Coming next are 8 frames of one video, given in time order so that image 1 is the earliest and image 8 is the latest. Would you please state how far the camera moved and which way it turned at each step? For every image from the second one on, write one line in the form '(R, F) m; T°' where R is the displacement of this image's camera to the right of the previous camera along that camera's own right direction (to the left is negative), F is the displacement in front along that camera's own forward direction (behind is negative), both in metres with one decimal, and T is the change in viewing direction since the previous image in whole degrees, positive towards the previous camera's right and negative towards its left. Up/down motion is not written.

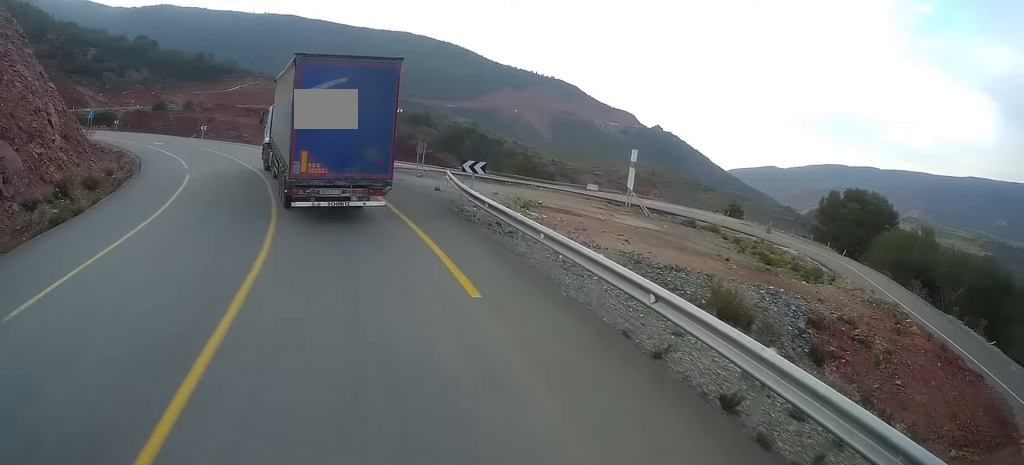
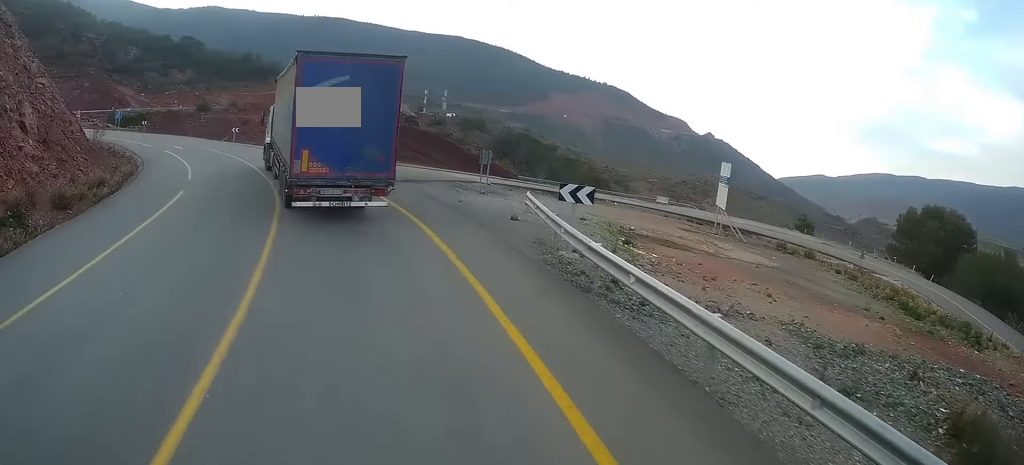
(-0.1, +6.8) m; -5°
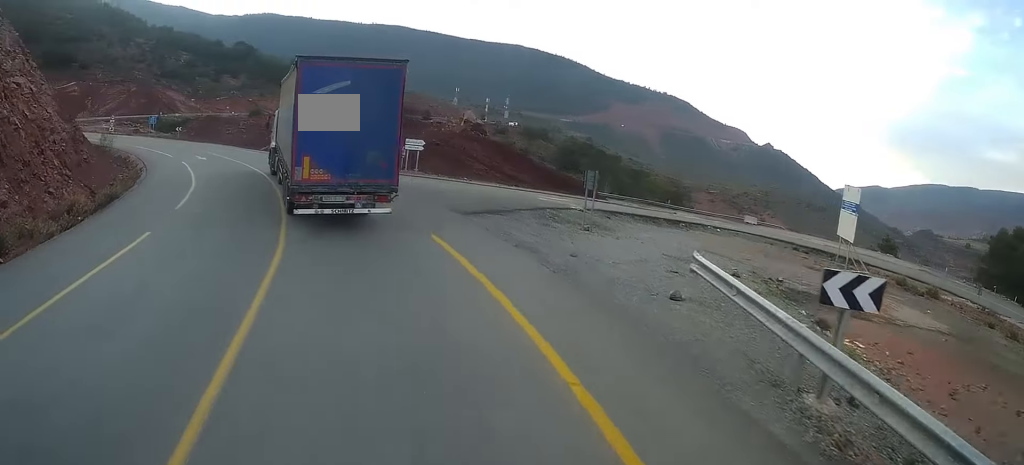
(-0.6, +7.7) m; -5°
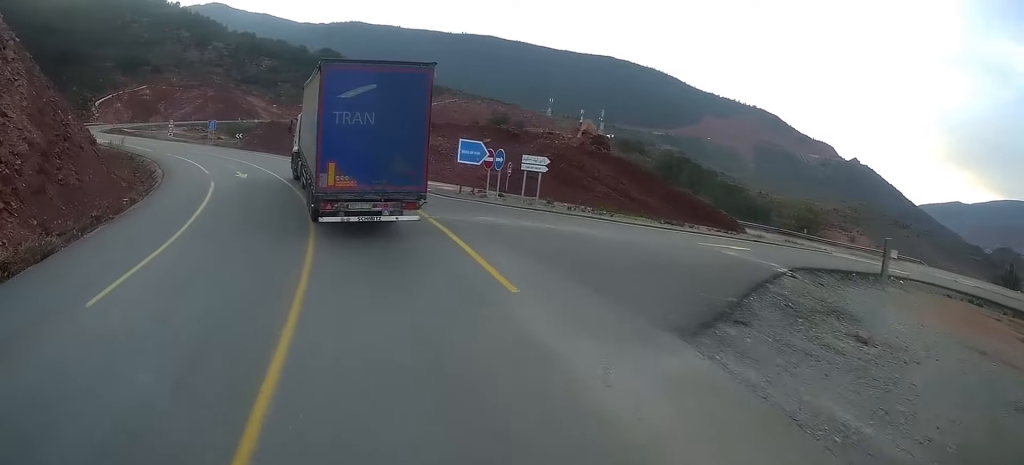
(-0.6, +10.5) m; -8°
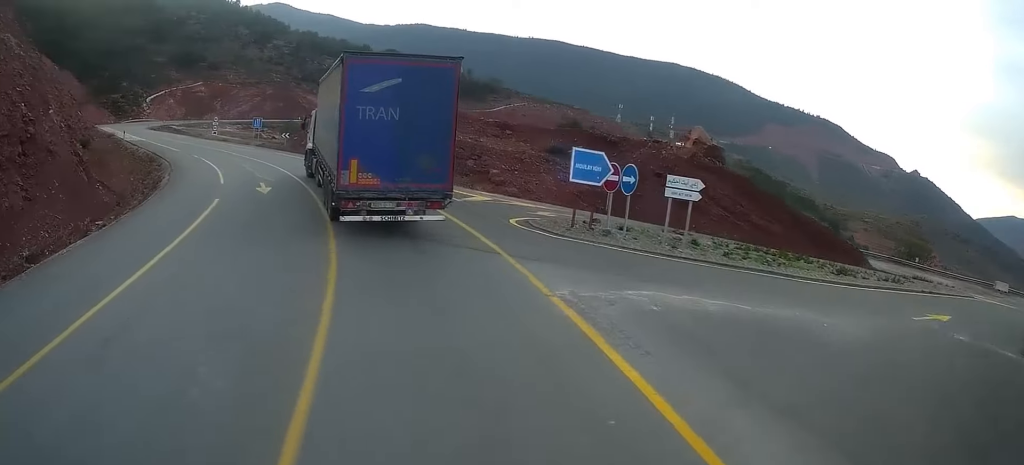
(-0.5, +8.3) m; -4°
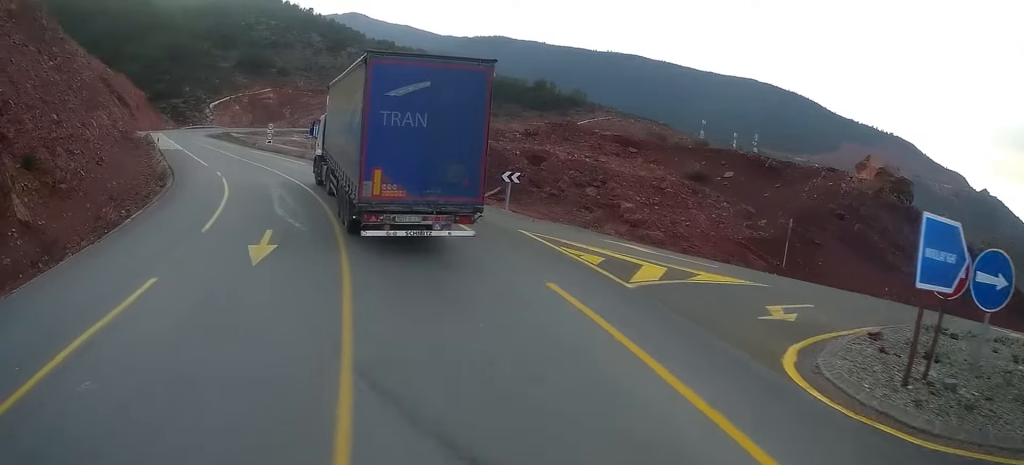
(-0.5, +10.9) m; -4°
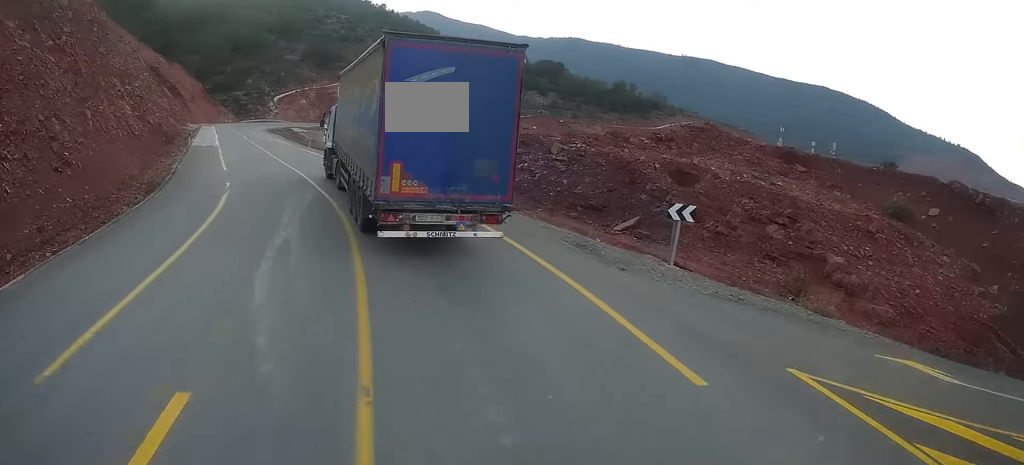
(0.0, +9.9) m; -5°
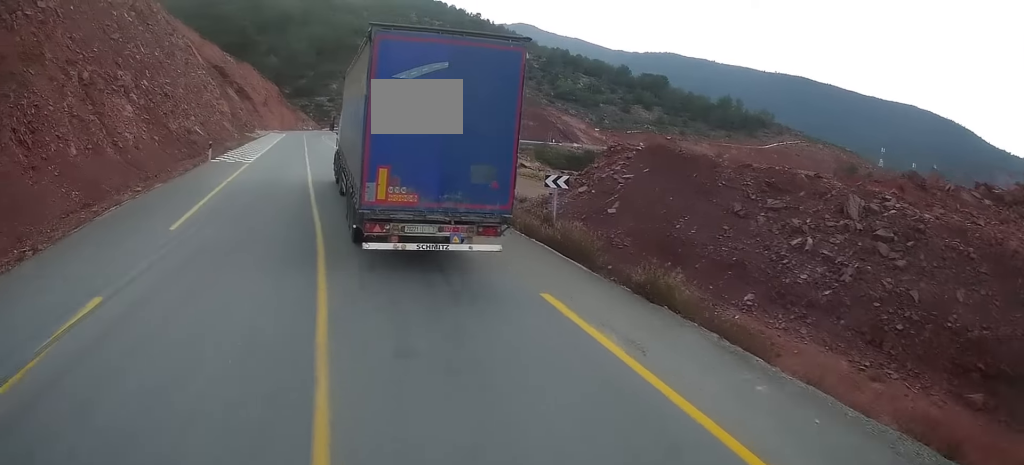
(-2.7, +15.5) m; -17°
